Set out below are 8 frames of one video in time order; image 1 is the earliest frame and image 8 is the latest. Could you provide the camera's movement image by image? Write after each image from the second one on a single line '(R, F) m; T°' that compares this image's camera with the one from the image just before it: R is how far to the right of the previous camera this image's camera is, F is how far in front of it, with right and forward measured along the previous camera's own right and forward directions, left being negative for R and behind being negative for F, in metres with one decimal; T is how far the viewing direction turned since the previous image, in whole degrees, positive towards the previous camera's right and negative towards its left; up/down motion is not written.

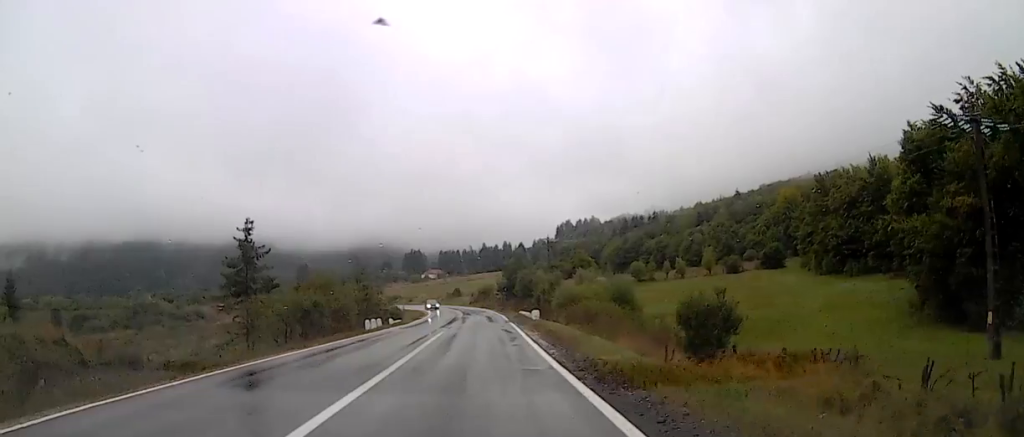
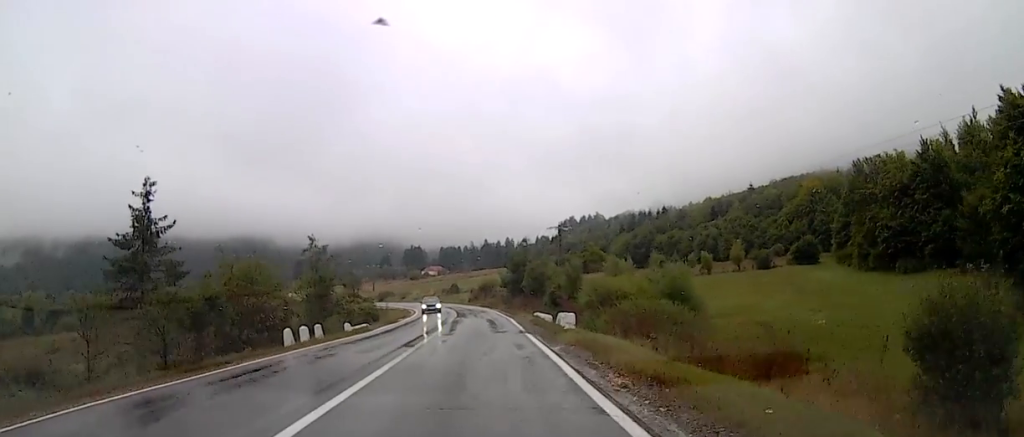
(+0.1, +14.8) m; 0°
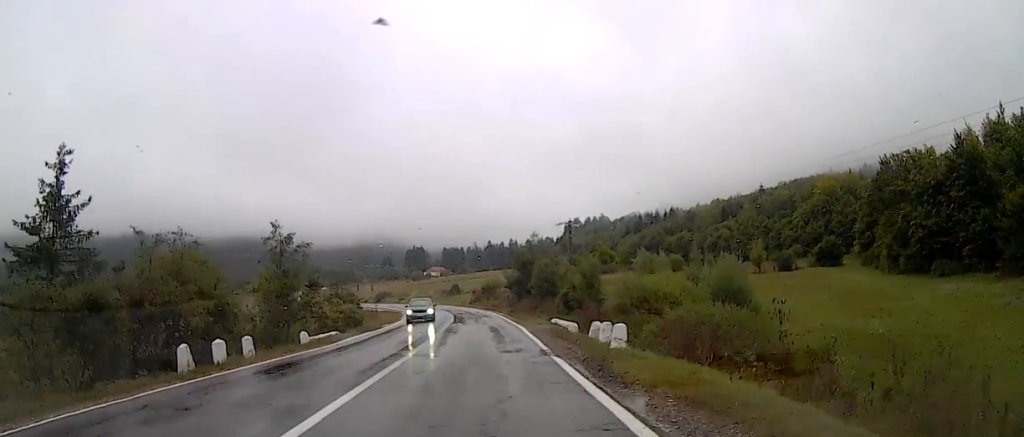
(0.0, +7.8) m; 0°
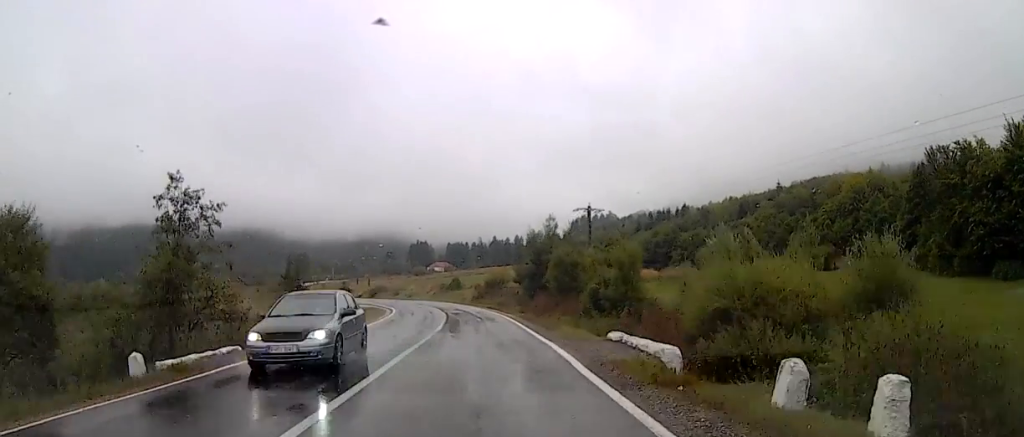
(-0.1, +12.8) m; -1°
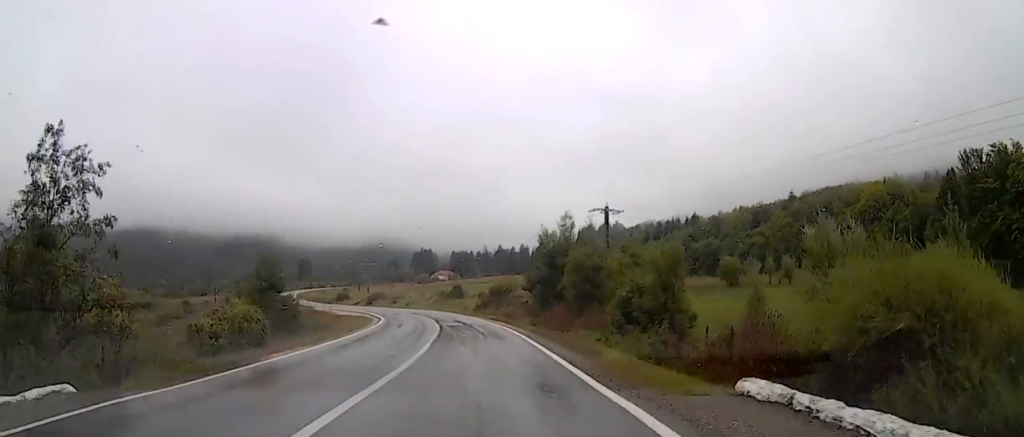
(+0.1, +8.0) m; -1°
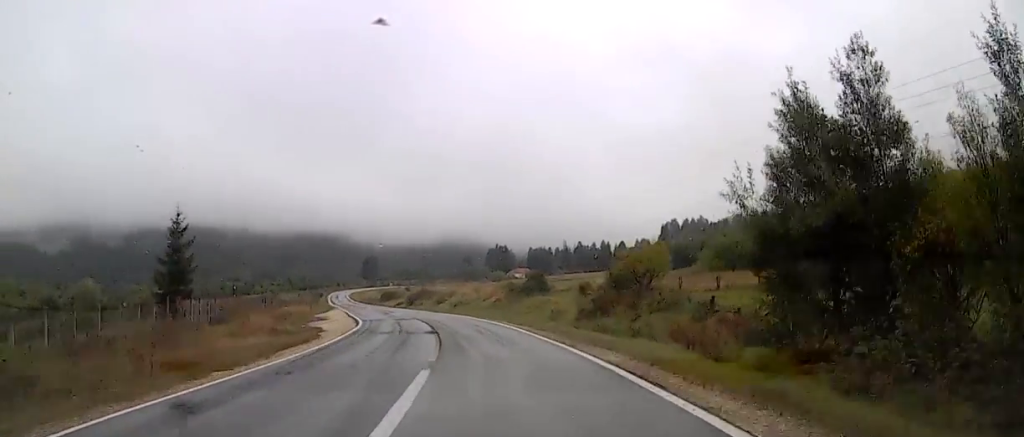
(-2.5, +30.3) m; -9°
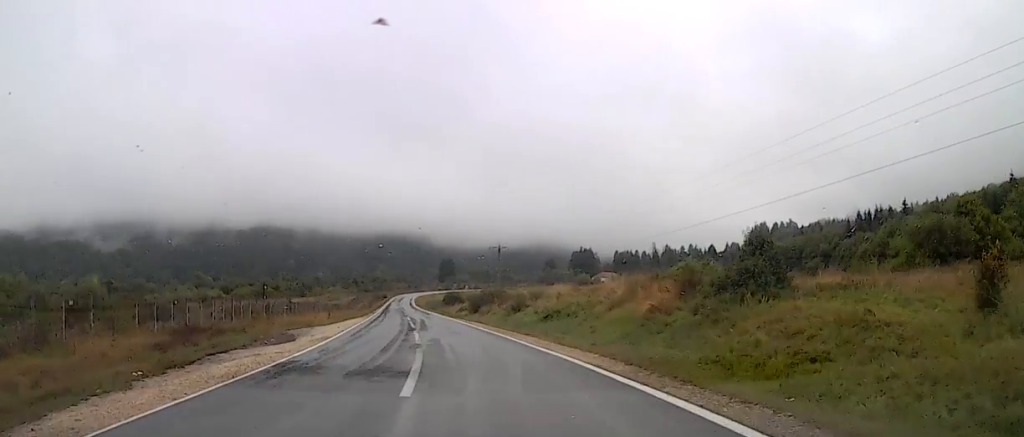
(-1.2, +28.6) m; -4°
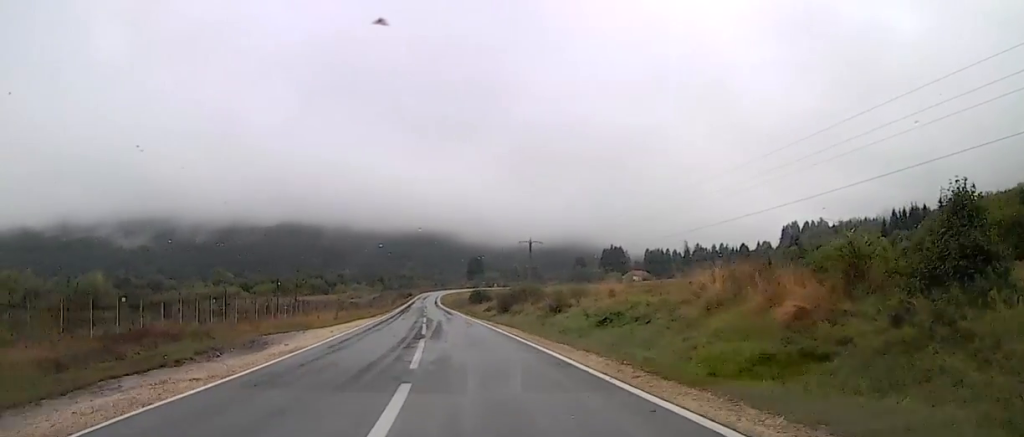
(-0.1, +9.5) m; -1°
